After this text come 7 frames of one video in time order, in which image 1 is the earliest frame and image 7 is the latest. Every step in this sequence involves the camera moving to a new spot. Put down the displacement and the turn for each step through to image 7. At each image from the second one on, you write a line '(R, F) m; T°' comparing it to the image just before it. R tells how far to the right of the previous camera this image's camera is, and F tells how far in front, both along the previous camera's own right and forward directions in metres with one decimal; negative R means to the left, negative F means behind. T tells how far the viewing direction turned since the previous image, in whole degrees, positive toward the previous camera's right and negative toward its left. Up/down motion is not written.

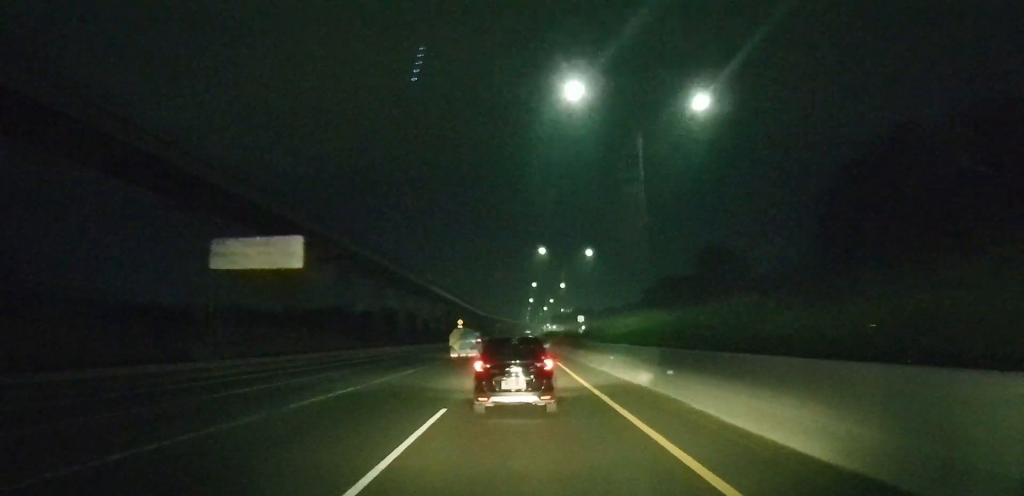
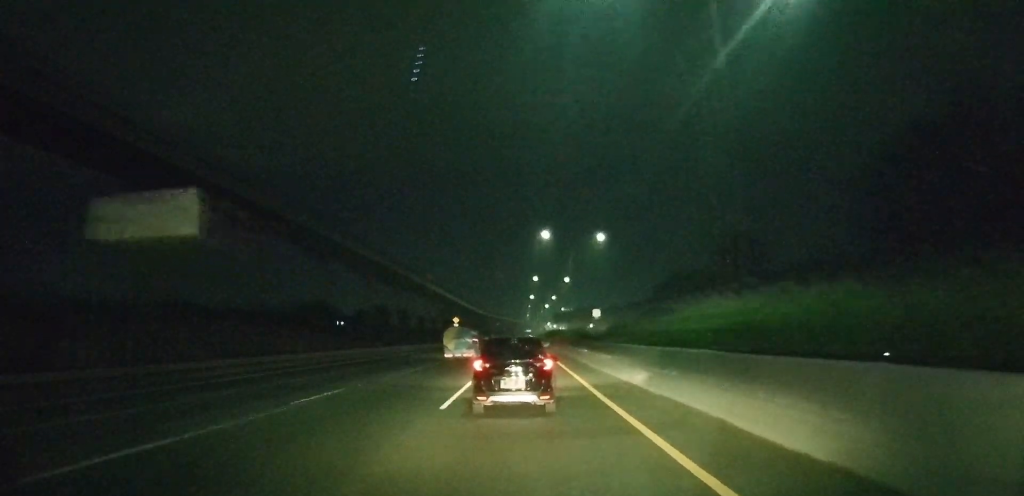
(-0.2, +12.3) m; 0°
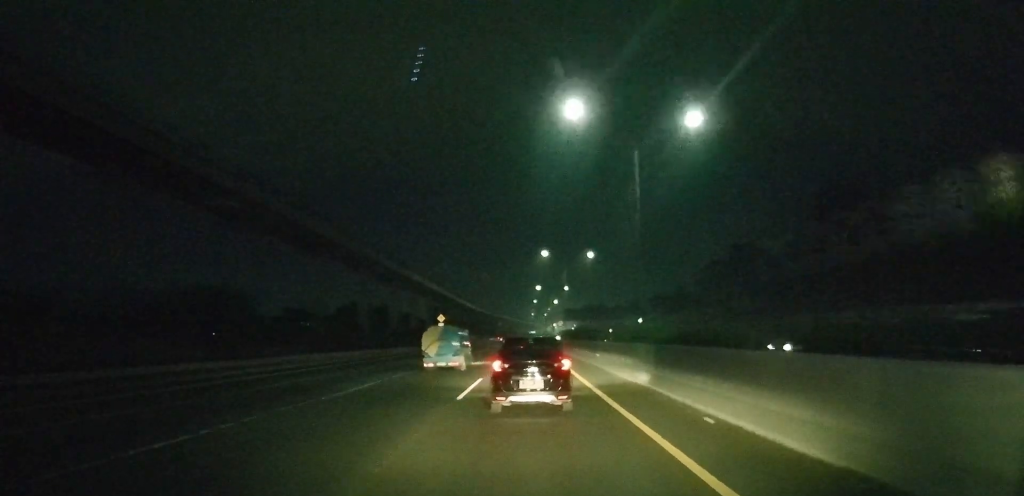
(+0.3, +38.3) m; 0°
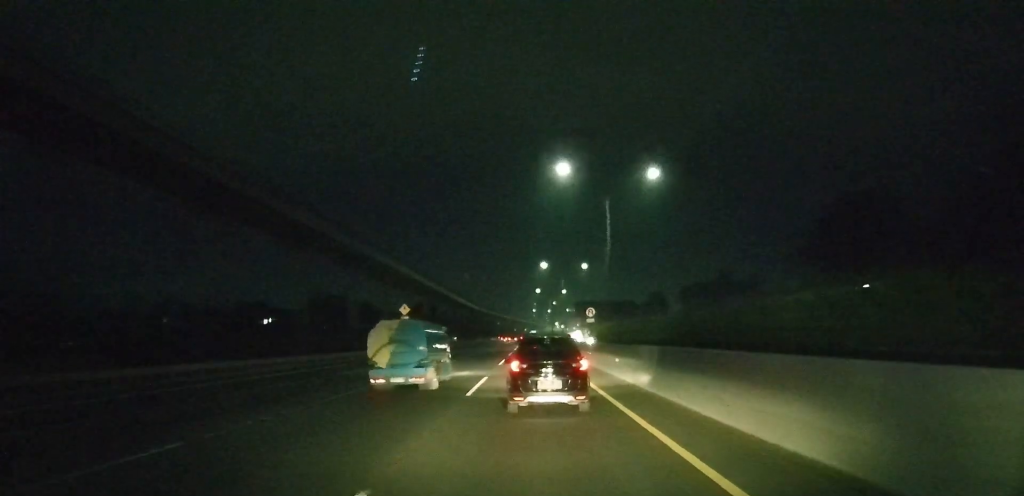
(0.0, +44.4) m; 0°
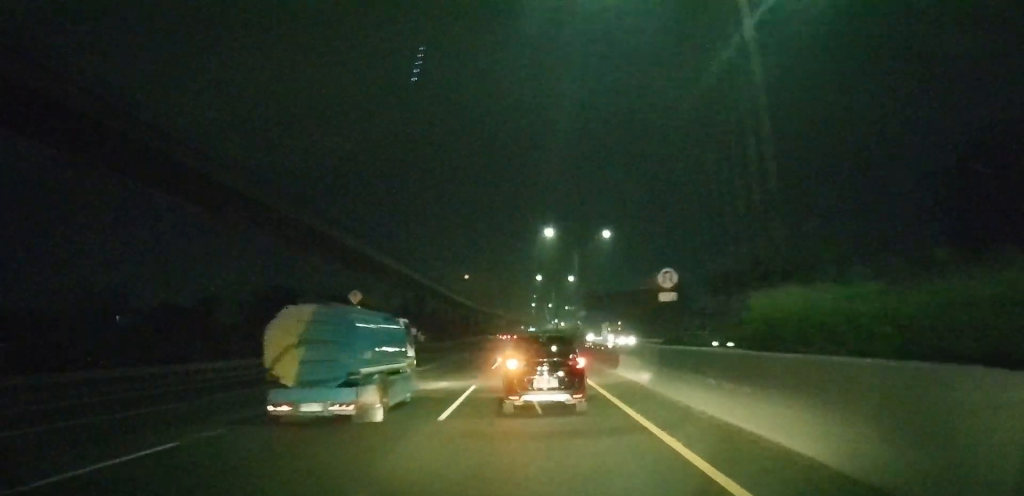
(+0.1, +31.6) m; 0°
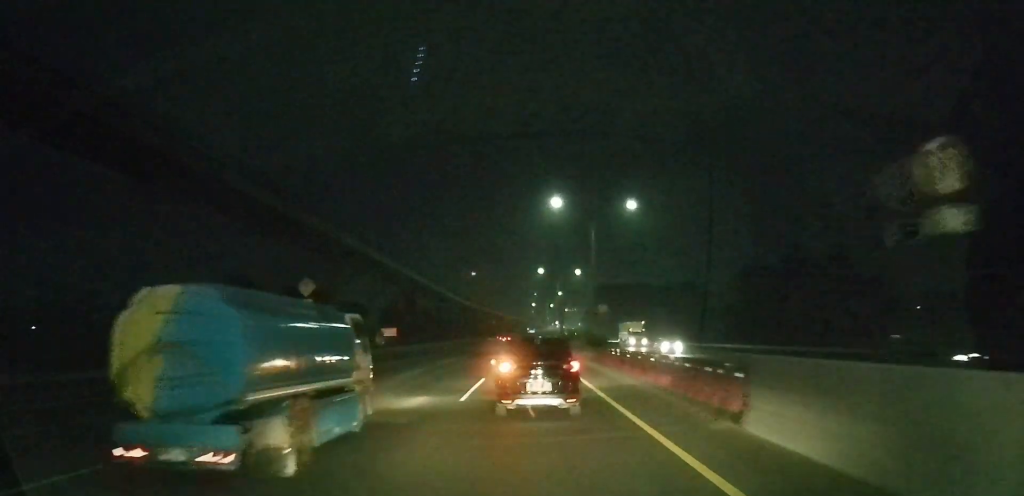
(0.0, +17.3) m; 0°
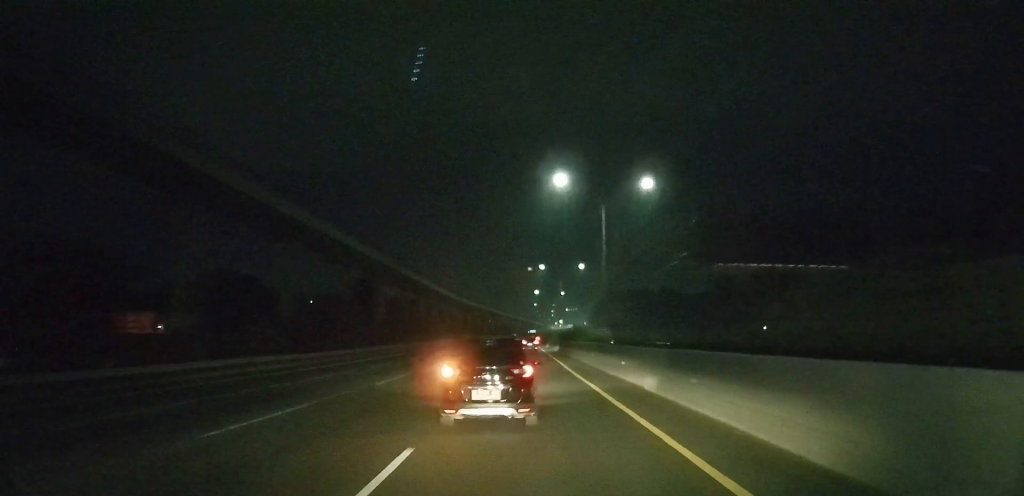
(-0.3, +61.5) m; 0°
